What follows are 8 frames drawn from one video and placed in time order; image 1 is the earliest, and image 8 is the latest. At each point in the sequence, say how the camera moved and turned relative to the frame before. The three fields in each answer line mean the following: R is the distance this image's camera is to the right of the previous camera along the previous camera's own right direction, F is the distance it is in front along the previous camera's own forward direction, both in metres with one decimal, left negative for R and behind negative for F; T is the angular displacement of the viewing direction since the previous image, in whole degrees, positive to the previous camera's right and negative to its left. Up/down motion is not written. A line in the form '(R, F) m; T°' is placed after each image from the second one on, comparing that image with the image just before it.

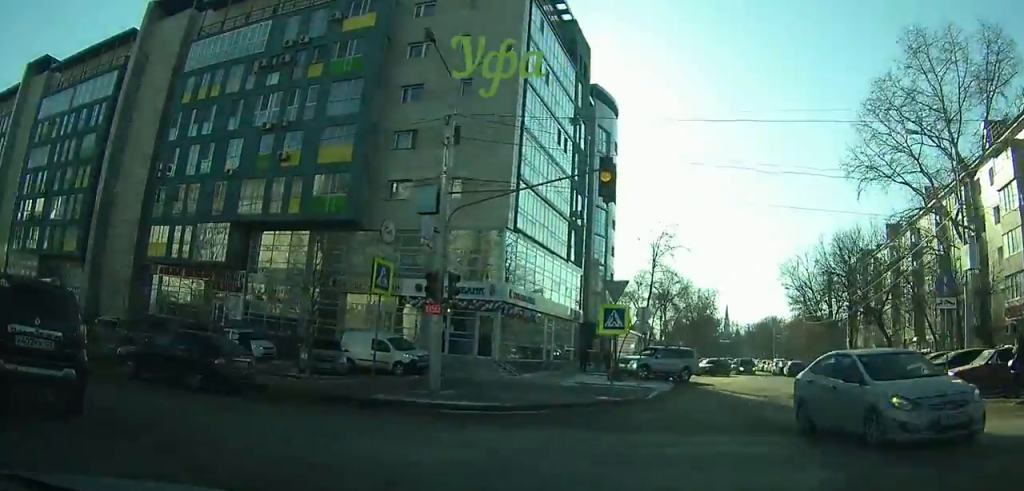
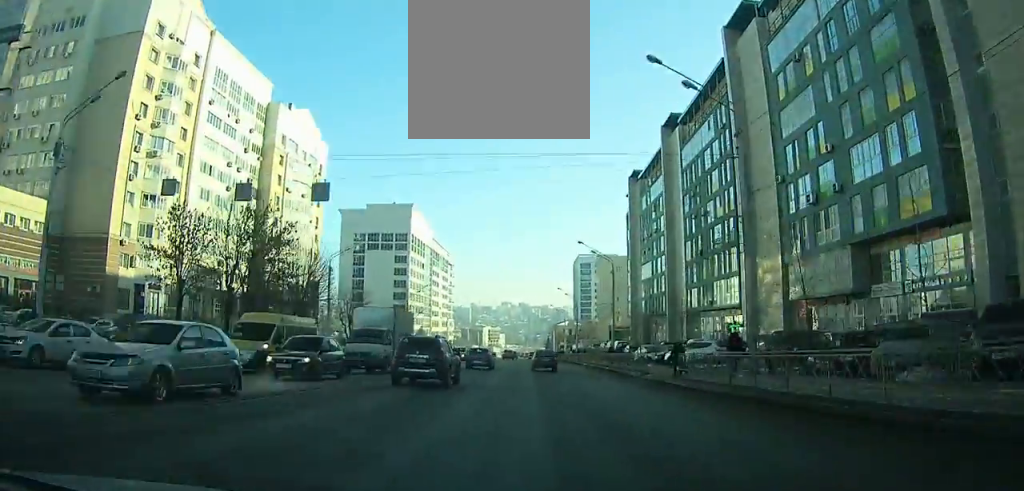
(-13.8, +33.5) m; -28°
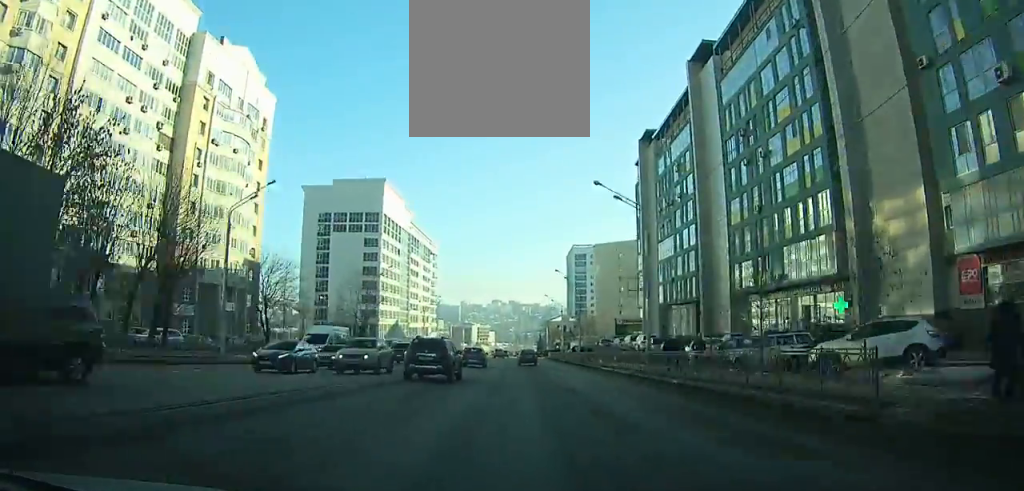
(-0.2, +22.2) m; 0°
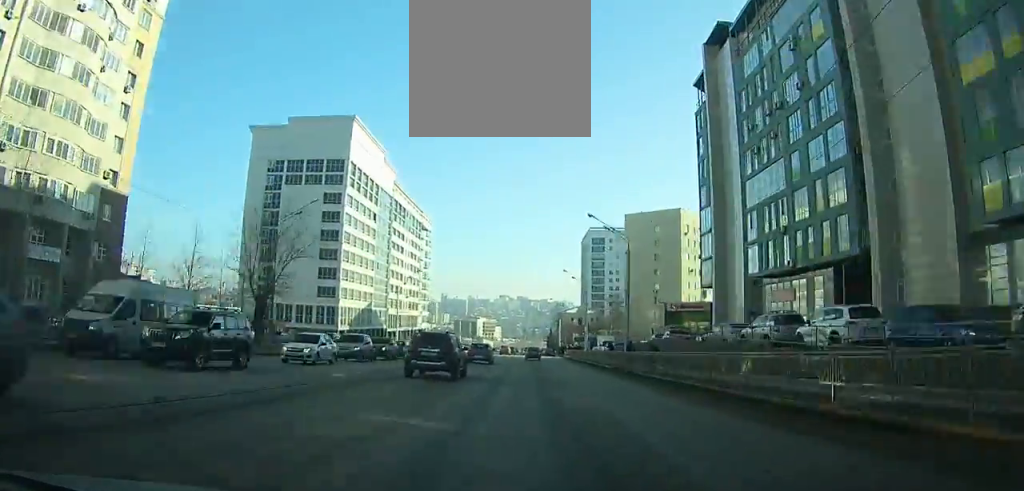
(+0.1, +32.8) m; 0°
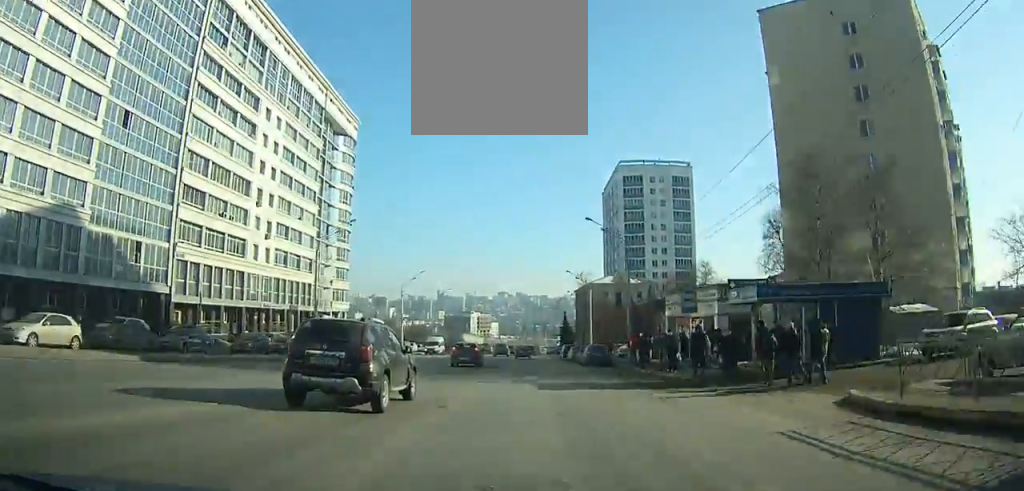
(-0.1, +79.4) m; 0°
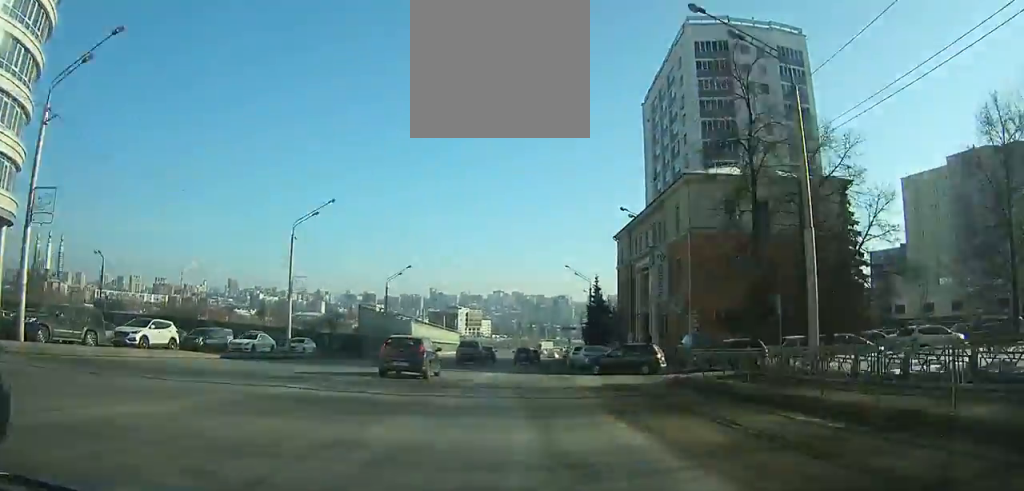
(-0.2, +72.0) m; 0°
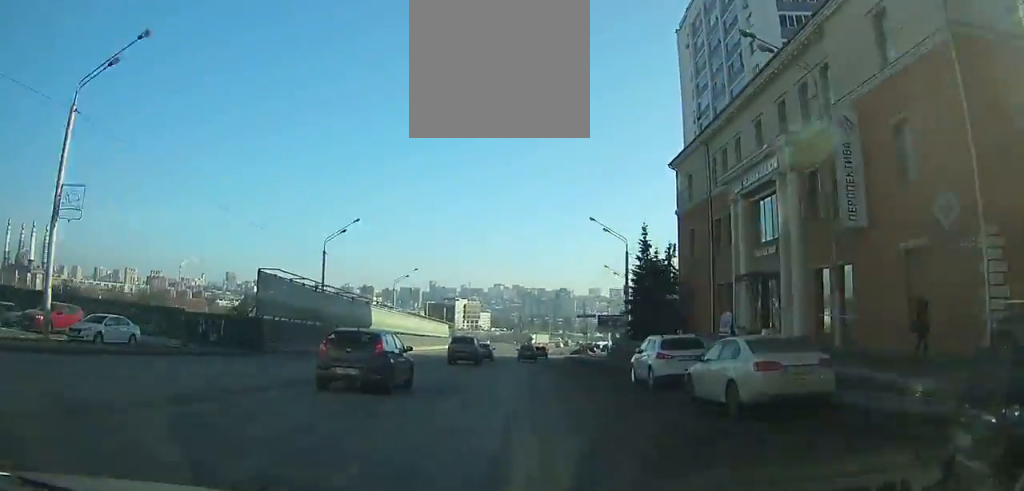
(+0.2, +27.8) m; 0°
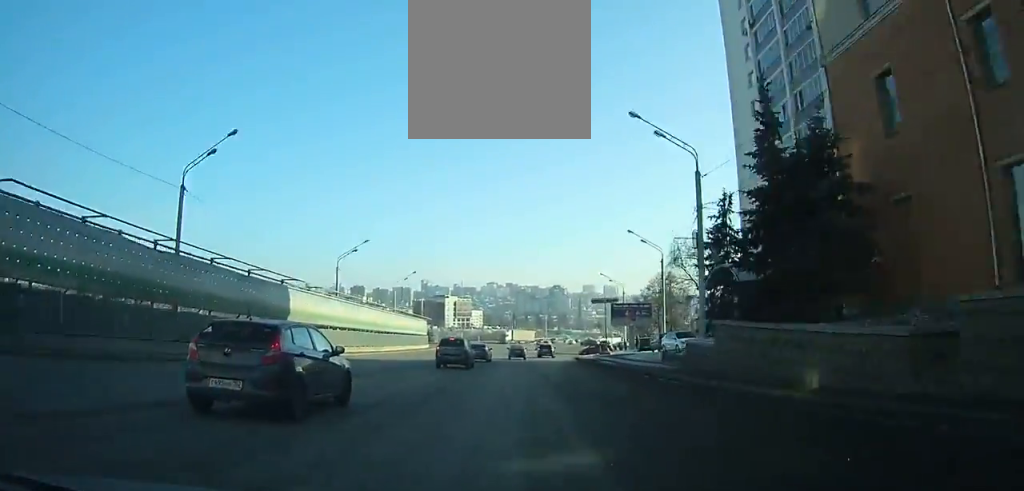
(+0.1, +24.7) m; 0°
